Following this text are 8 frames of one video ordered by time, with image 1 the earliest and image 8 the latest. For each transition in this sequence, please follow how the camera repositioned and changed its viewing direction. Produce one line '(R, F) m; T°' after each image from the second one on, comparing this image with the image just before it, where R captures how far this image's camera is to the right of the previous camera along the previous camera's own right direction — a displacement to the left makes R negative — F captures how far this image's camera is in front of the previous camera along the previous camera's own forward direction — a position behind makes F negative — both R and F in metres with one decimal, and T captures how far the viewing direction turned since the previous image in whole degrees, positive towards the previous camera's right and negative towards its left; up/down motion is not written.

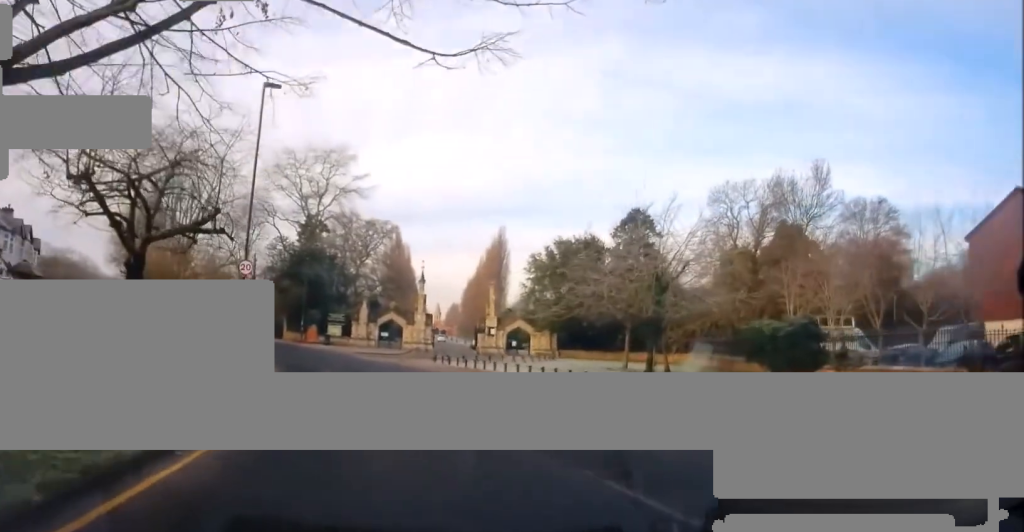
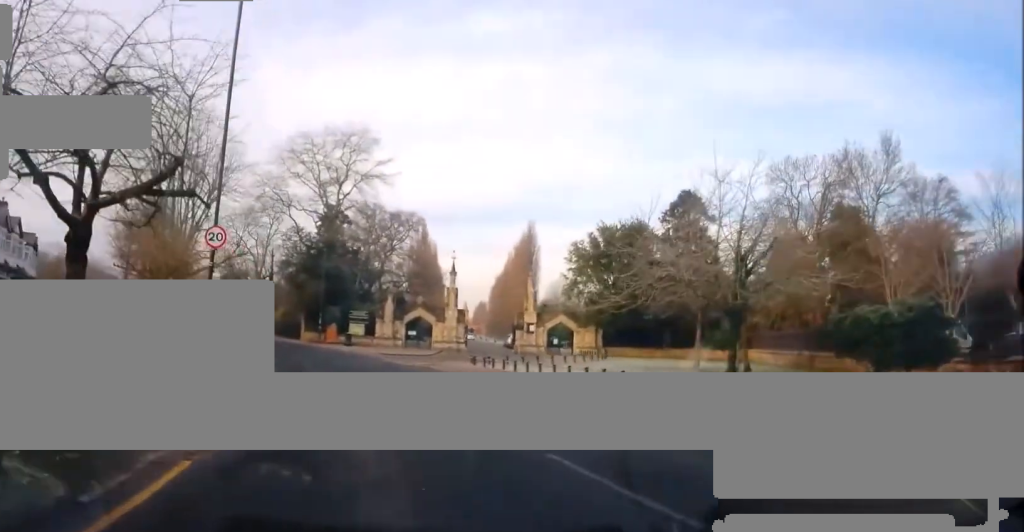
(-0.2, +5.7) m; -4°
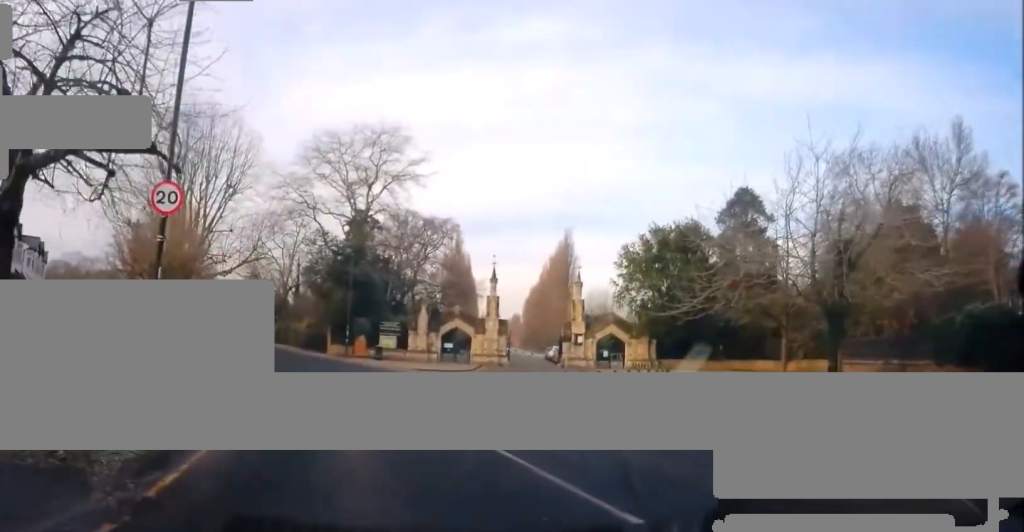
(+0.1, +4.5) m; -3°
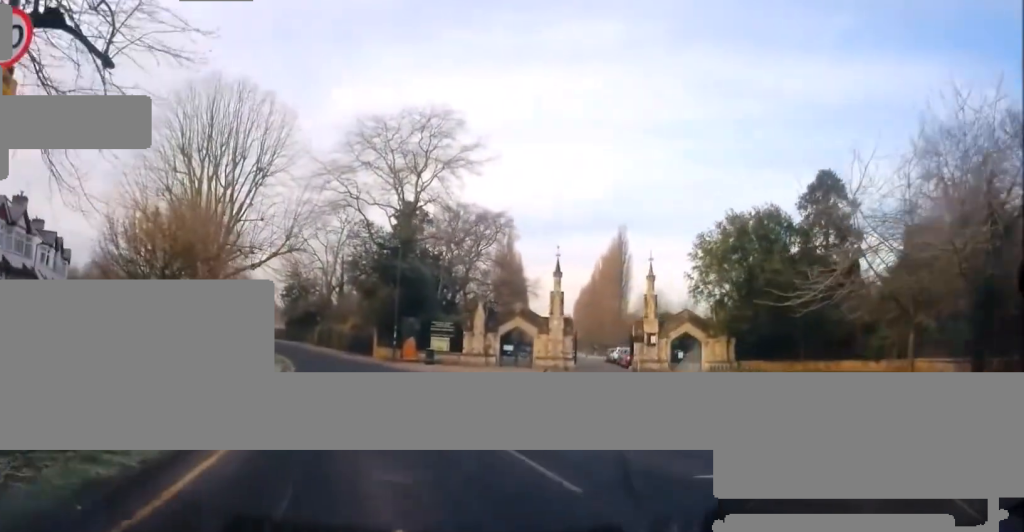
(-0.3, +5.2) m; -4°
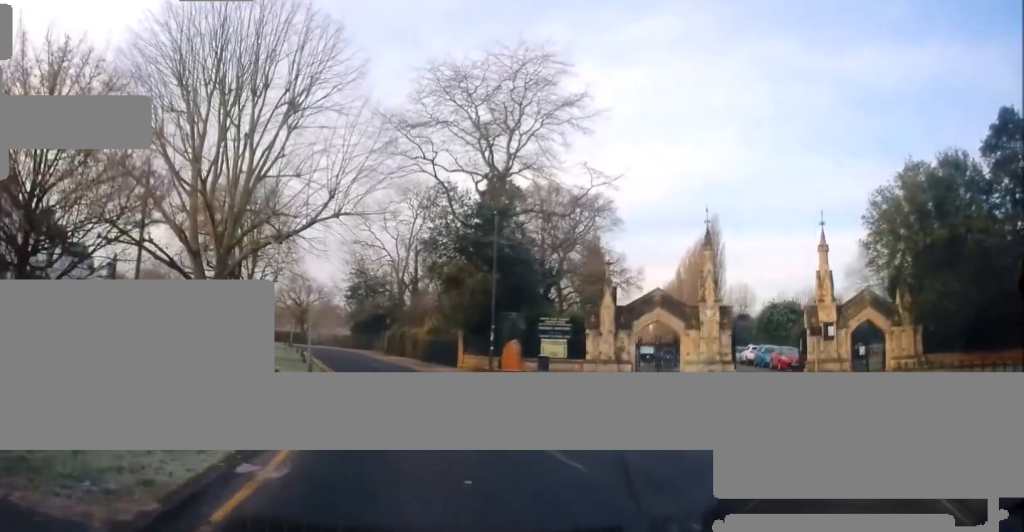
(-0.9, +12.1) m; -8°
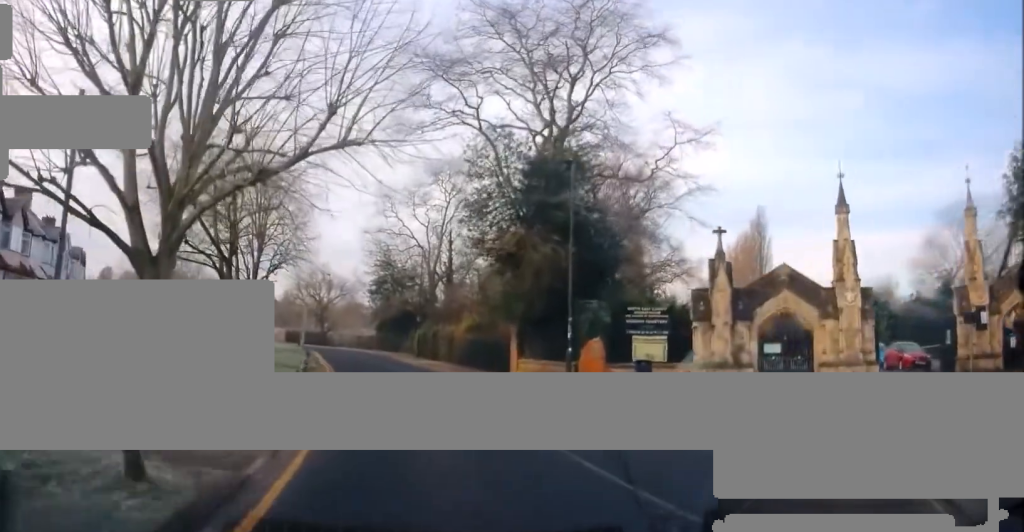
(-0.3, +8.7) m; -2°
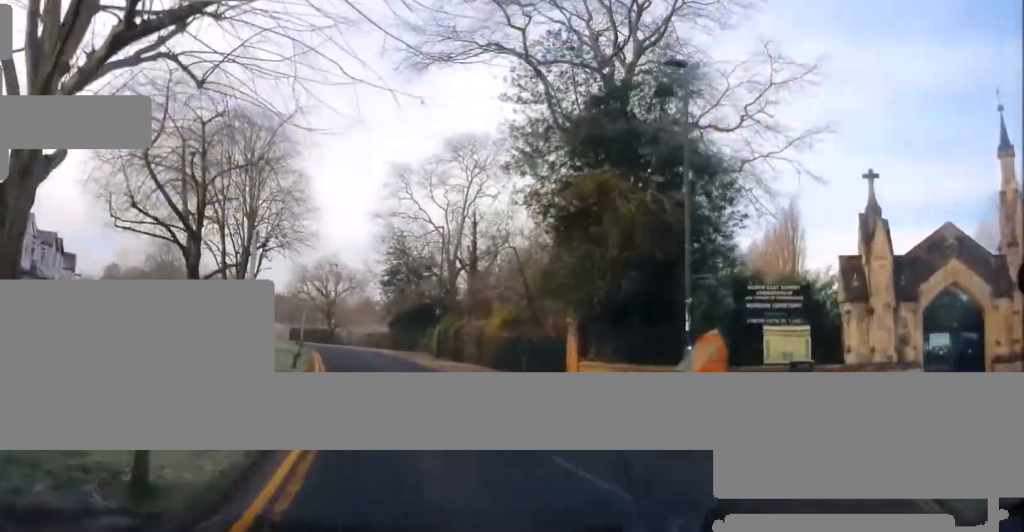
(0.0, +7.6) m; +3°
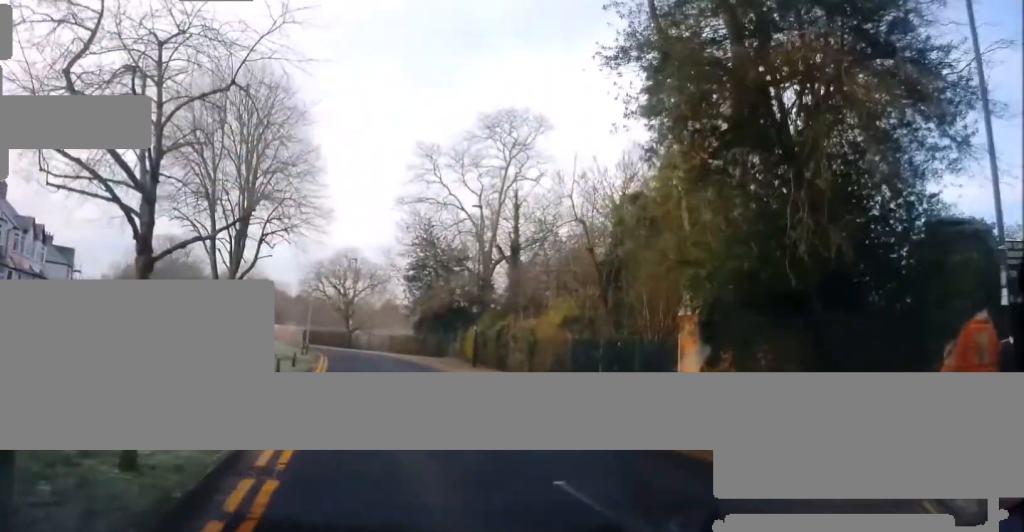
(+0.5, +8.1) m; -2°
